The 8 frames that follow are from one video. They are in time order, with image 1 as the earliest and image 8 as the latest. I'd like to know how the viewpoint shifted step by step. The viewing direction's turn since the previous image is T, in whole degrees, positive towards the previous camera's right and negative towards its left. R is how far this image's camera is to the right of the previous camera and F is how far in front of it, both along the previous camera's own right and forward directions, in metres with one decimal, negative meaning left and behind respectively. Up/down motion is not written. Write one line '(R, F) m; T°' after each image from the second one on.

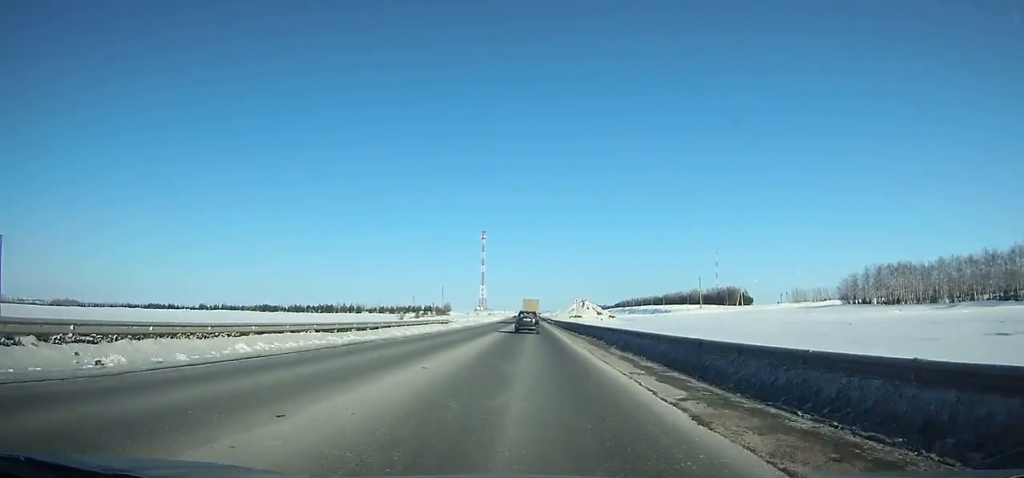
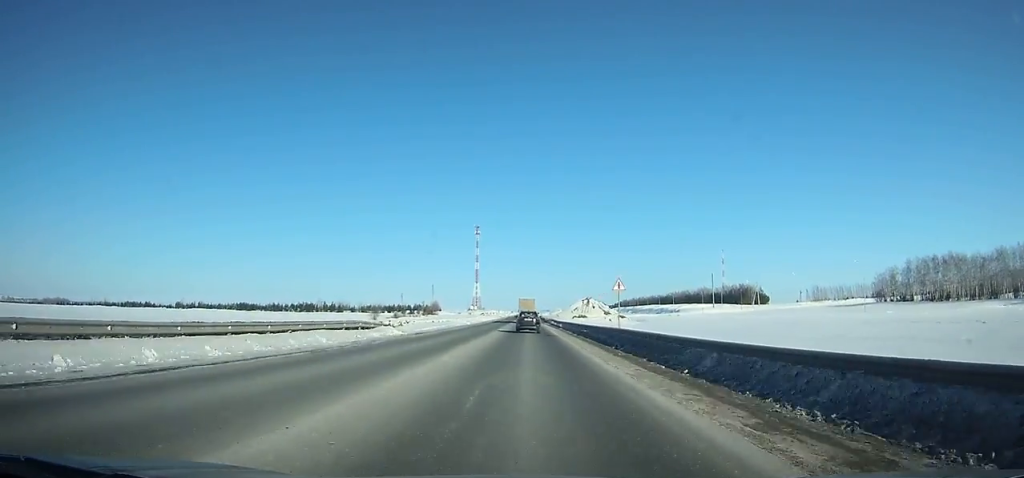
(-0.1, +31.5) m; 0°
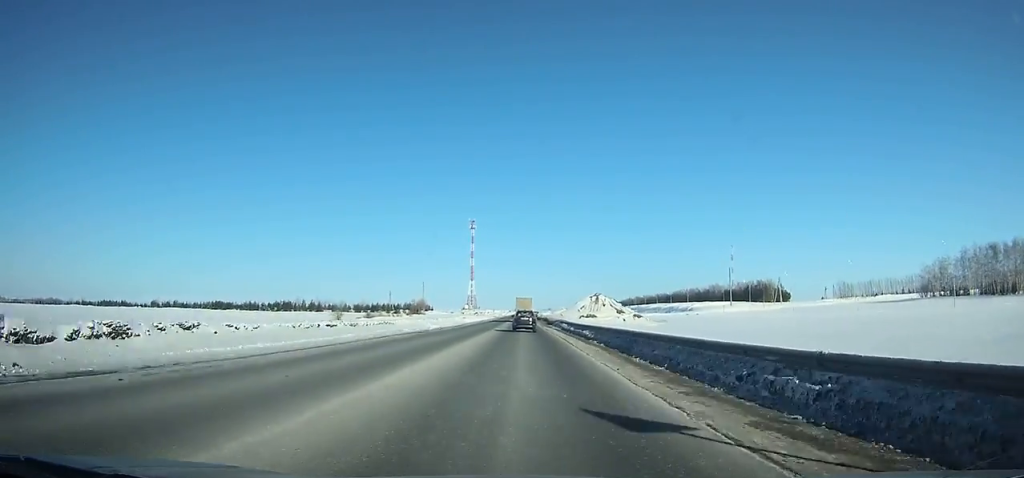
(0.0, +31.7) m; 0°
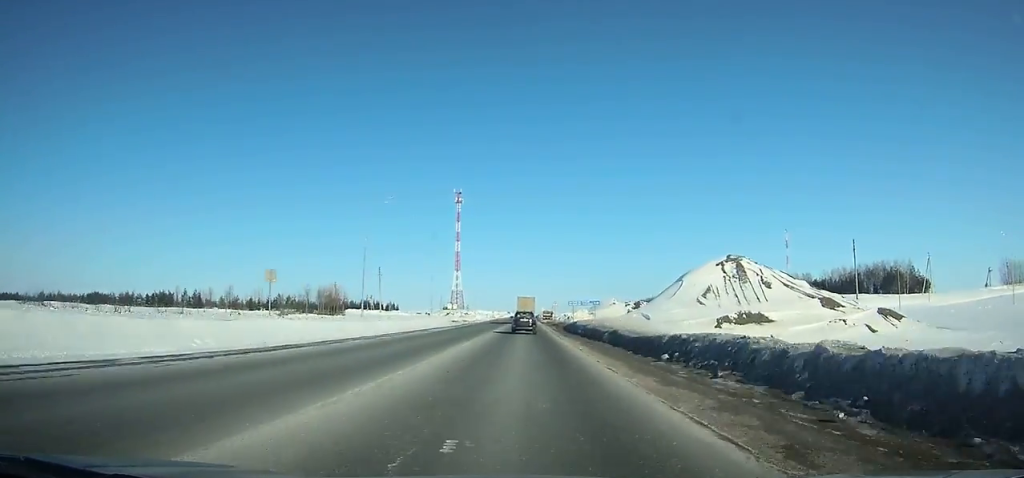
(+0.4, +117.3) m; 0°
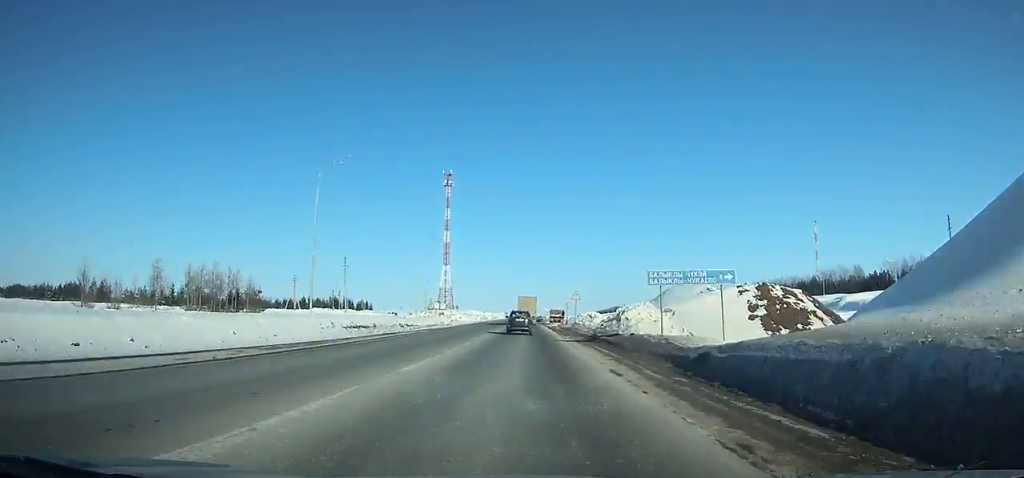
(+0.1, +49.2) m; 0°
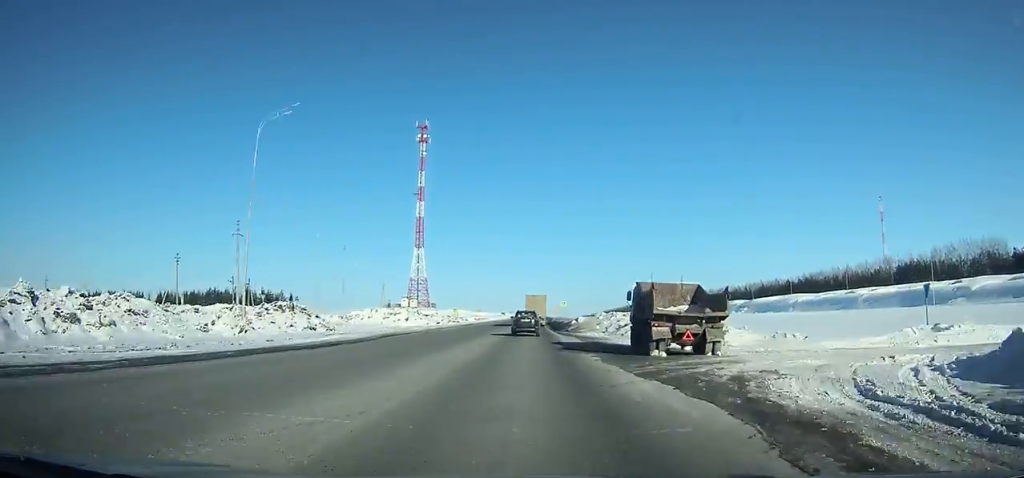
(-0.2, +80.9) m; 0°
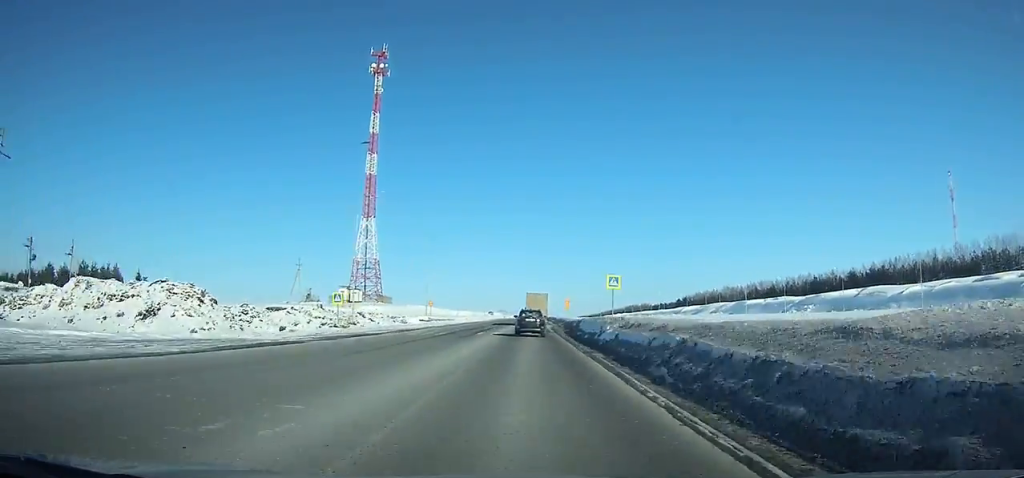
(+0.2, +67.5) m; 0°
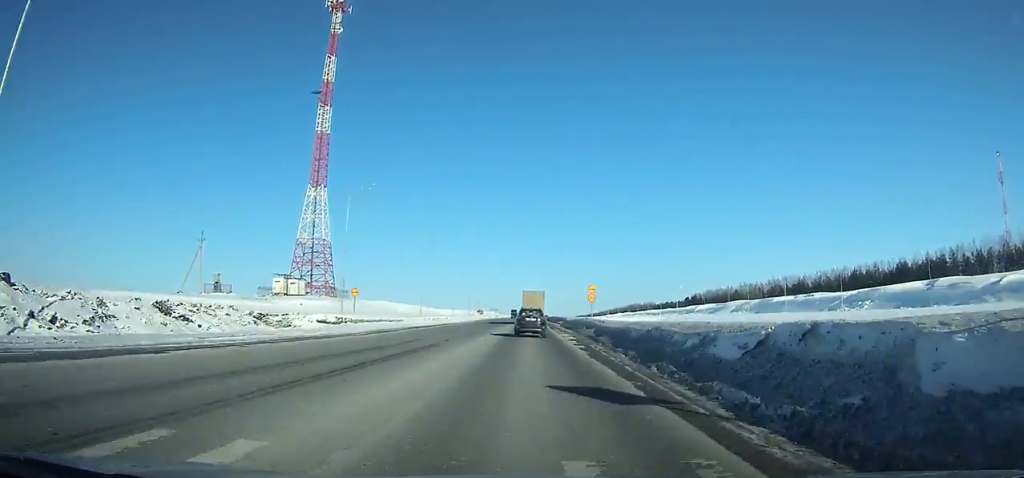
(+0.1, +37.8) m; 0°
